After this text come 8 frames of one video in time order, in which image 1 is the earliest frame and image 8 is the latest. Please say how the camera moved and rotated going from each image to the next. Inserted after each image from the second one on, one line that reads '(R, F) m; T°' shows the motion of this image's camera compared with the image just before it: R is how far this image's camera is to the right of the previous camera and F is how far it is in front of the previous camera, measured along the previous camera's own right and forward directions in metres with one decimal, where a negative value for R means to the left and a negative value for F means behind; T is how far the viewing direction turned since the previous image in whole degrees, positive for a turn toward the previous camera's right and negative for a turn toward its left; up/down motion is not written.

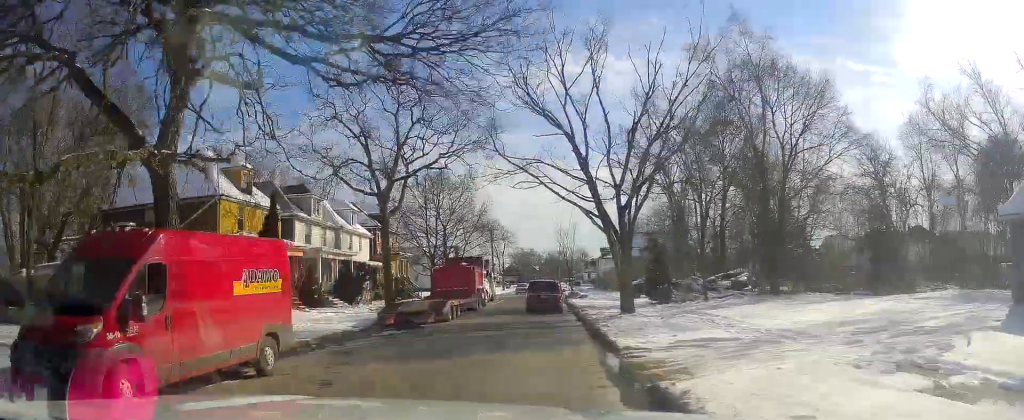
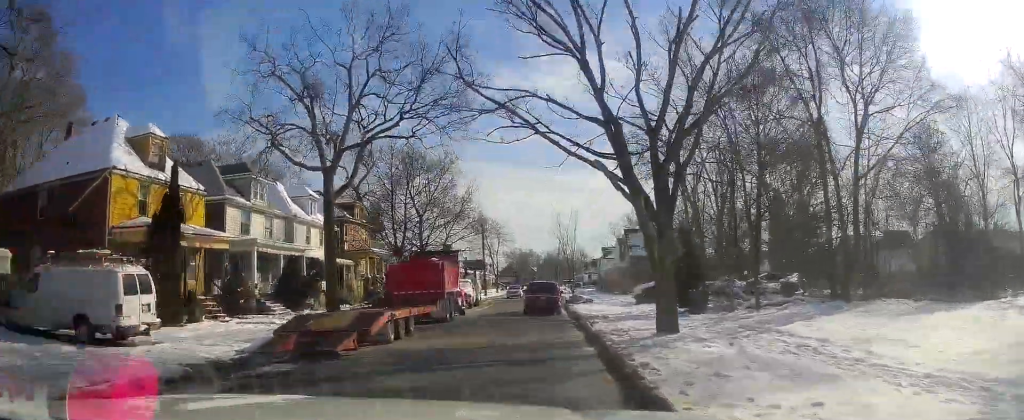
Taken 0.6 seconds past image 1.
(-0.1, +8.8) m; 0°
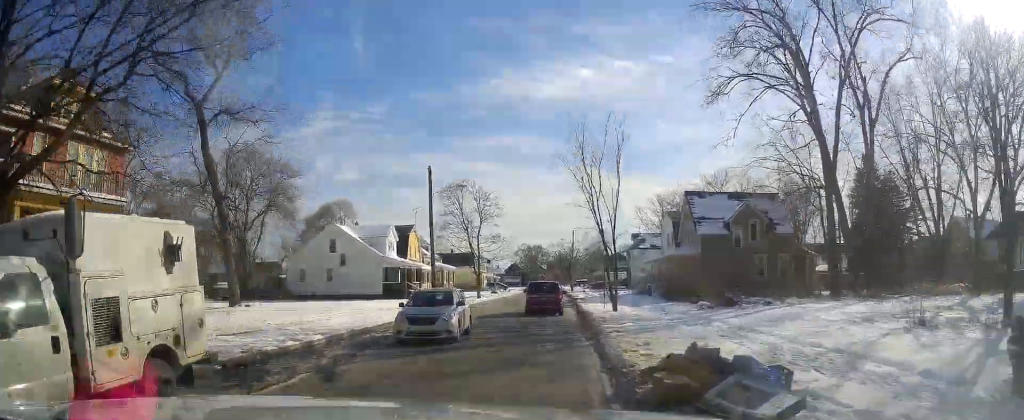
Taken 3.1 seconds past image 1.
(+1.3, +36.9) m; +1°
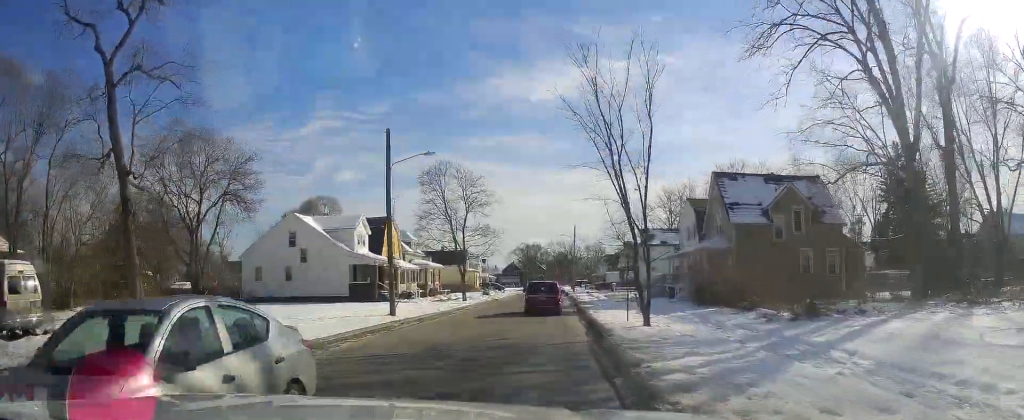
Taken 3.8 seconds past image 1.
(-0.2, +10.7) m; -1°
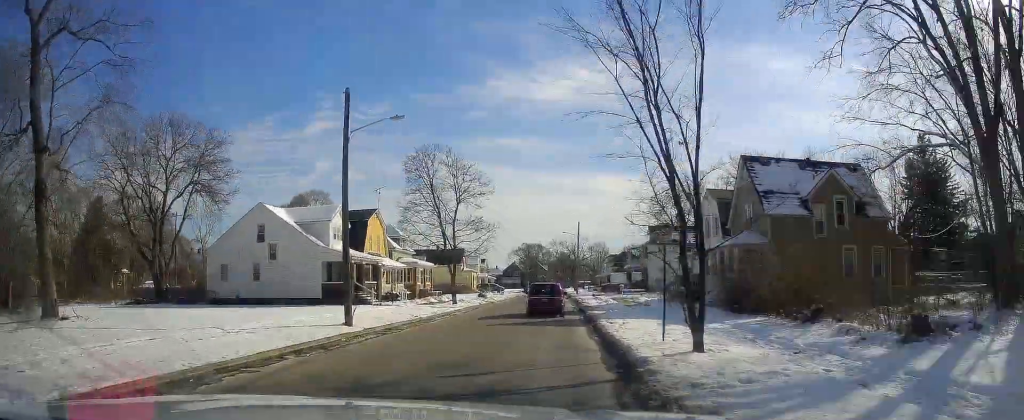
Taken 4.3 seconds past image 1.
(-0.2, +7.2) m; 0°
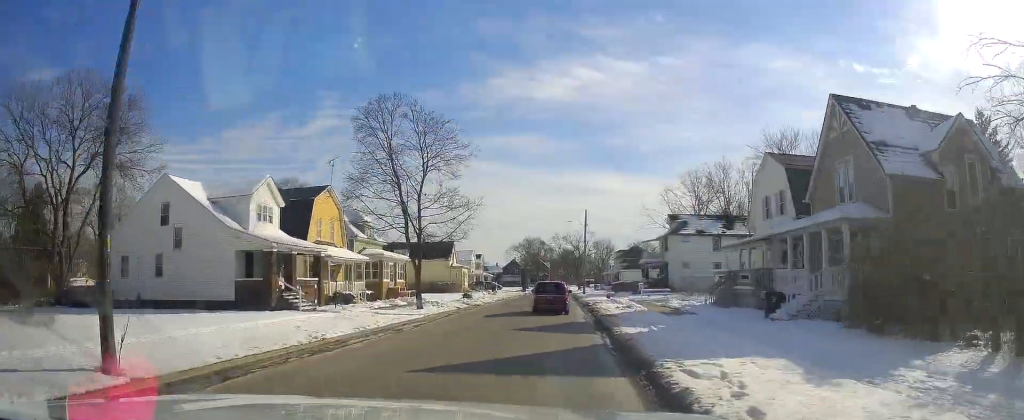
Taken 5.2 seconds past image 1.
(+0.4, +15.1) m; +2°
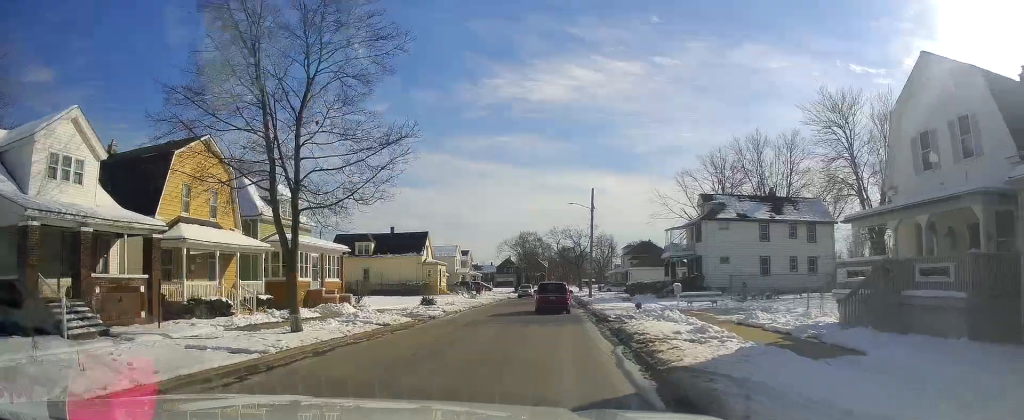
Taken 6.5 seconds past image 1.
(+0.4, +20.4) m; 0°
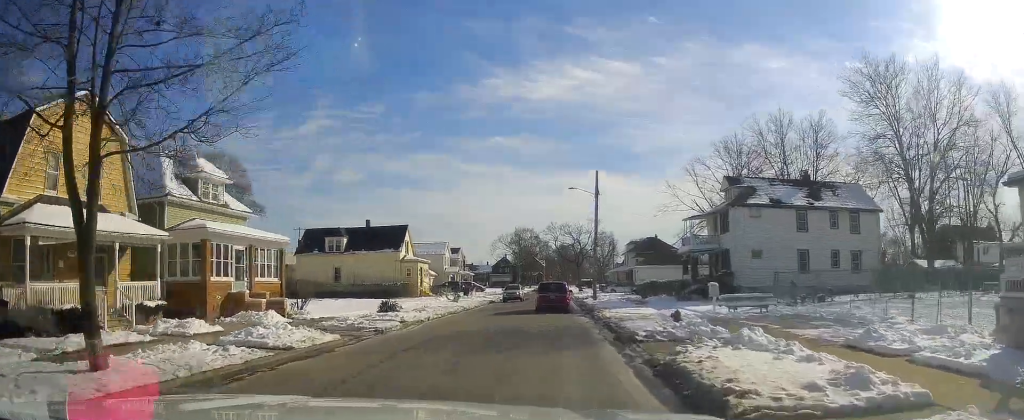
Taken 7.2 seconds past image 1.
(-0.1, +10.2) m; -2°
